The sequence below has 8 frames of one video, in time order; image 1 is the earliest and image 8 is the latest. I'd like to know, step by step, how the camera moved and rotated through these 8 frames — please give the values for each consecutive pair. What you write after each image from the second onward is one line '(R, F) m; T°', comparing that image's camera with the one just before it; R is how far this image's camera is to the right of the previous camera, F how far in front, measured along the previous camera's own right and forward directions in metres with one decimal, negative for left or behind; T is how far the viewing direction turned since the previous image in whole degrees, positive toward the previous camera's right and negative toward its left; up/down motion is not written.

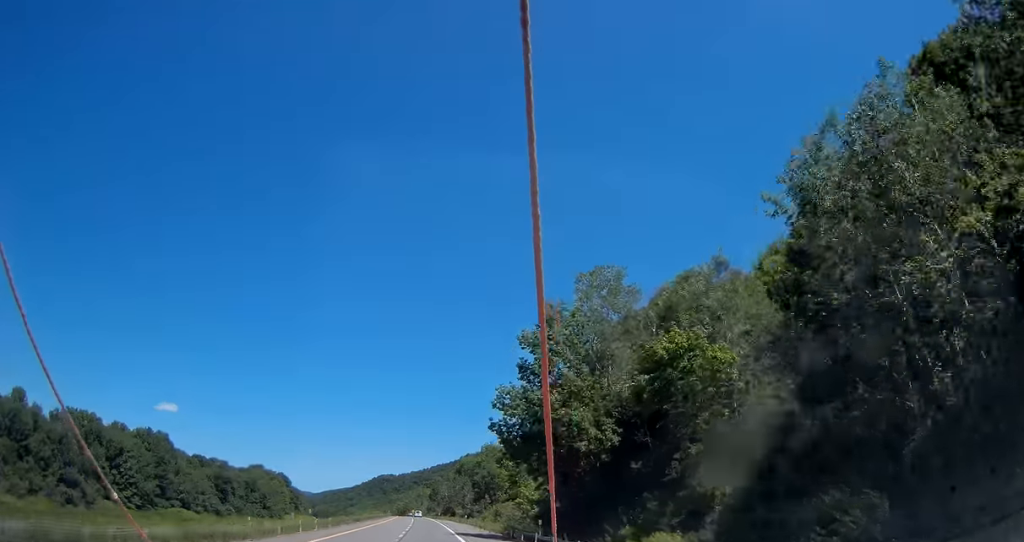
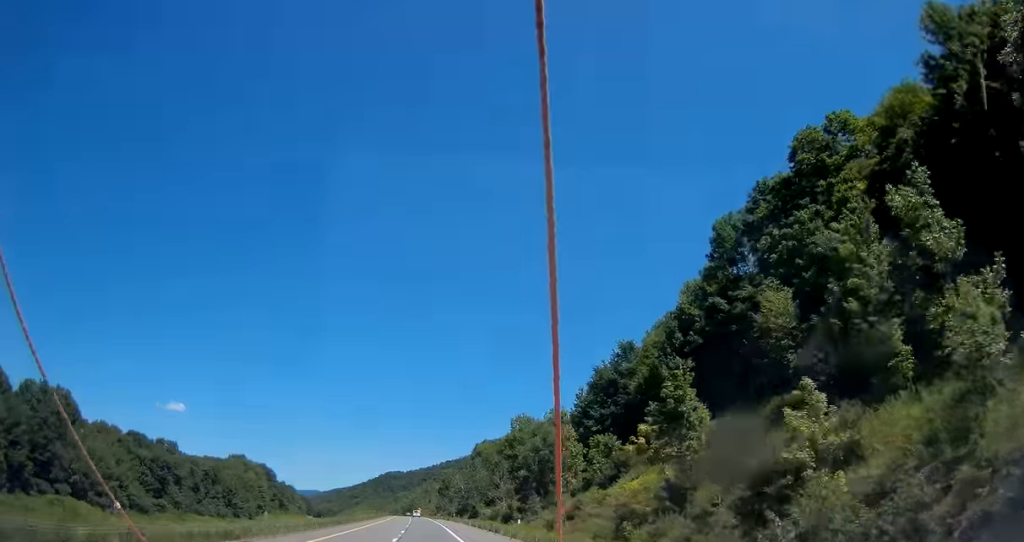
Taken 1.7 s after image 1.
(-1.0, +54.4) m; -1°
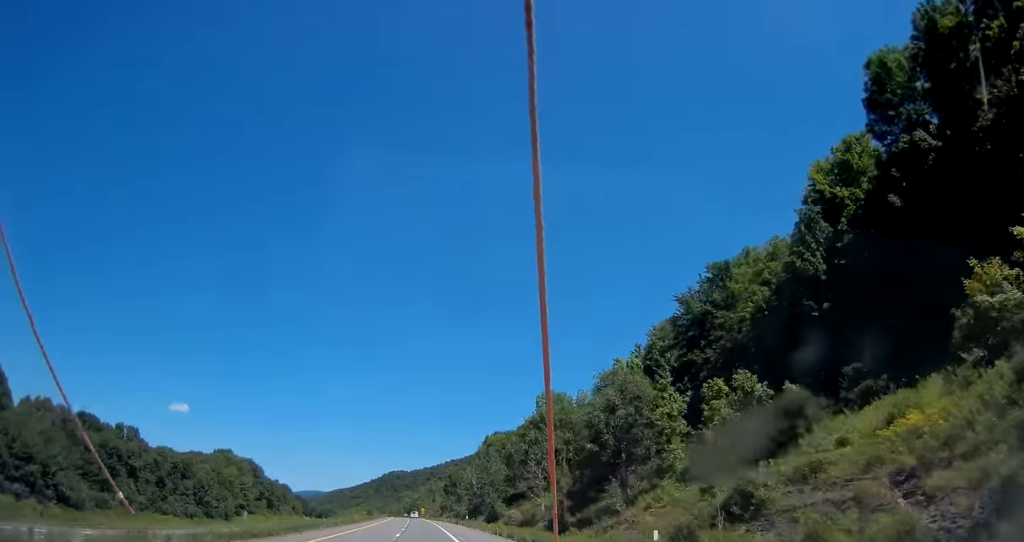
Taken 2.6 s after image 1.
(0.0, +28.4) m; 0°
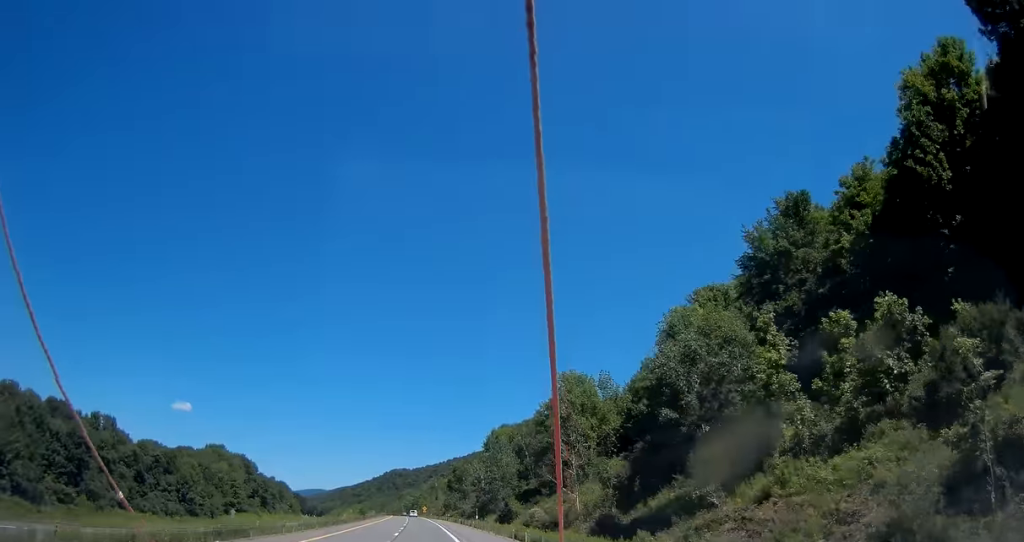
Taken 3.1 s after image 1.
(0.0, +13.7) m; 0°
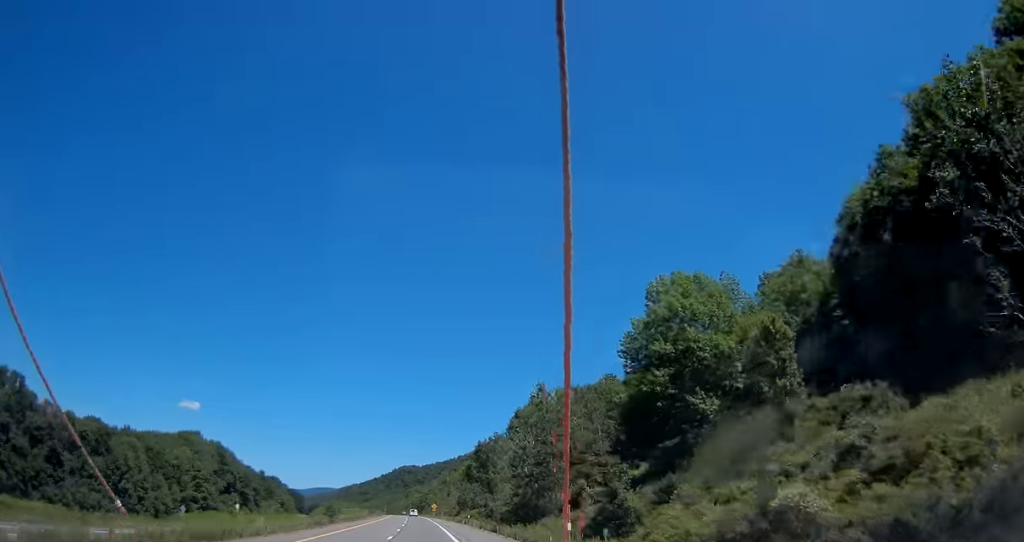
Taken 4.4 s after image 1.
(+0.1, +41.2) m; -1°
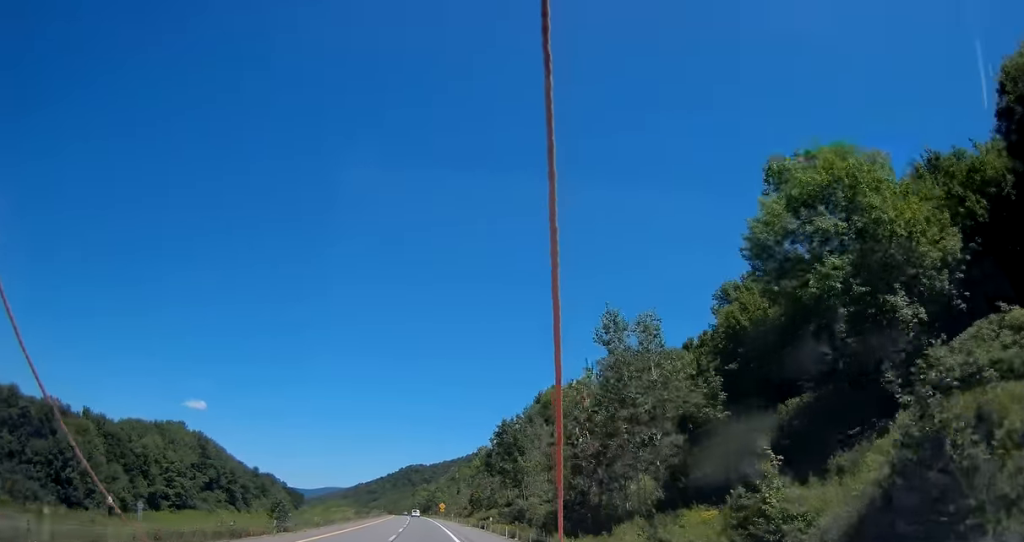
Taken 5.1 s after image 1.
(-0.3, +23.2) m; -1°
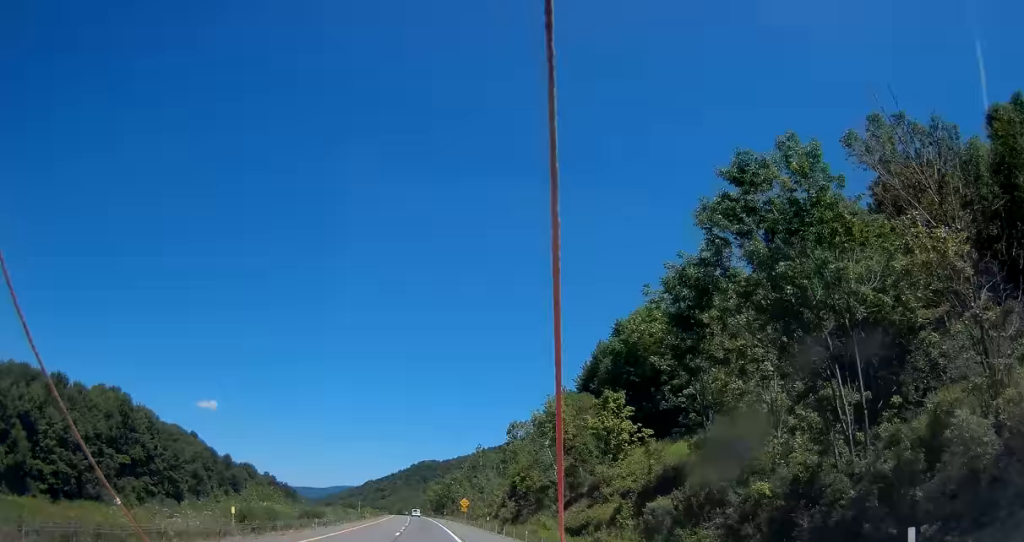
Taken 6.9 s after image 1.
(-1.1, +56.9) m; -2°
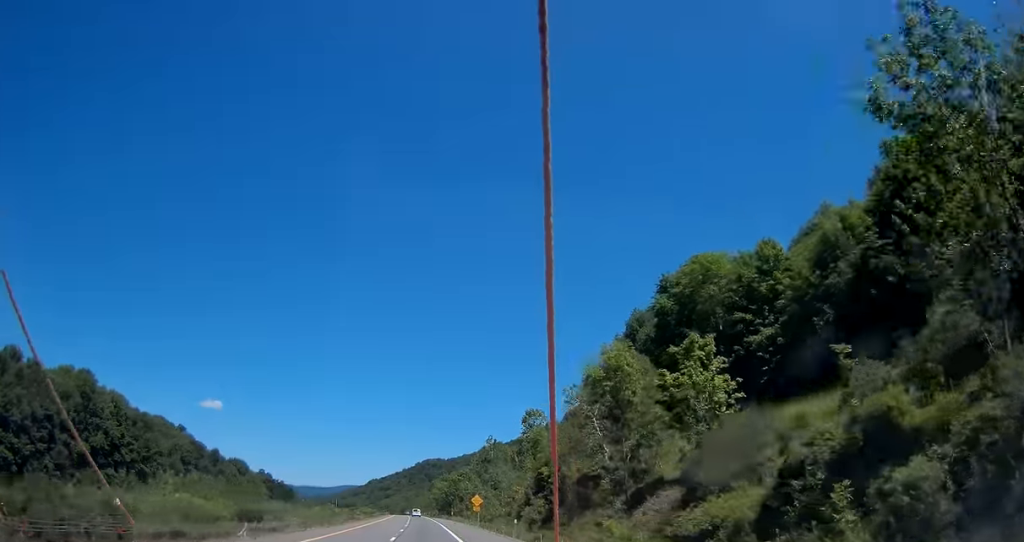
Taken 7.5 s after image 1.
(0.0, +18.9) m; 0°
